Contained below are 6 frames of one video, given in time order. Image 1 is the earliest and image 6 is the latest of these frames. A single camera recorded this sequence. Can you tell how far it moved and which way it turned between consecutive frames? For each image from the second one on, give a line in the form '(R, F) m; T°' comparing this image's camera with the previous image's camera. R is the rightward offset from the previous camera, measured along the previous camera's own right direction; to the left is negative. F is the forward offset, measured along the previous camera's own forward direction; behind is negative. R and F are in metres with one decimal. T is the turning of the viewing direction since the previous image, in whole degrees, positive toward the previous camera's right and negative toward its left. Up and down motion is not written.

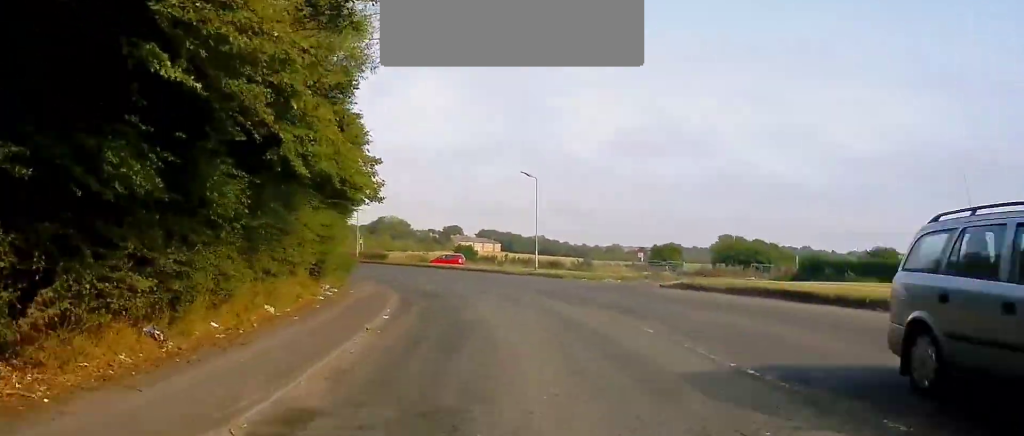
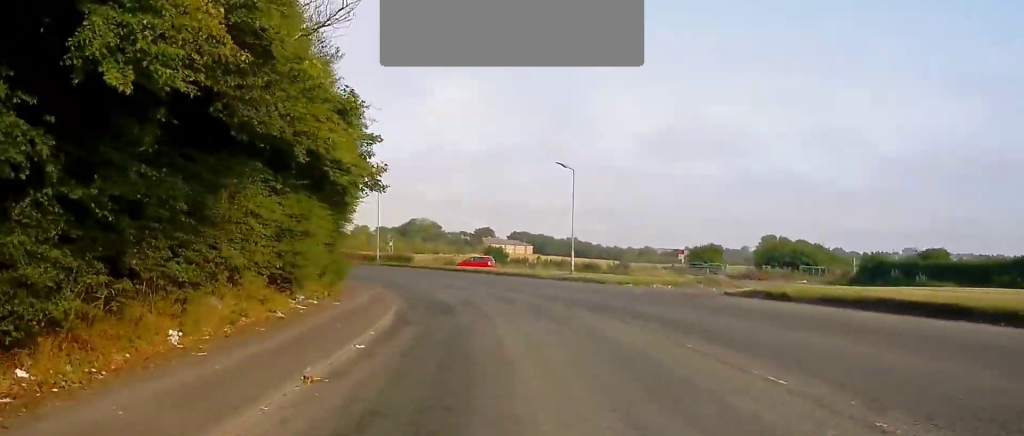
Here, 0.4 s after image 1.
(-0.2, +5.4) m; -2°
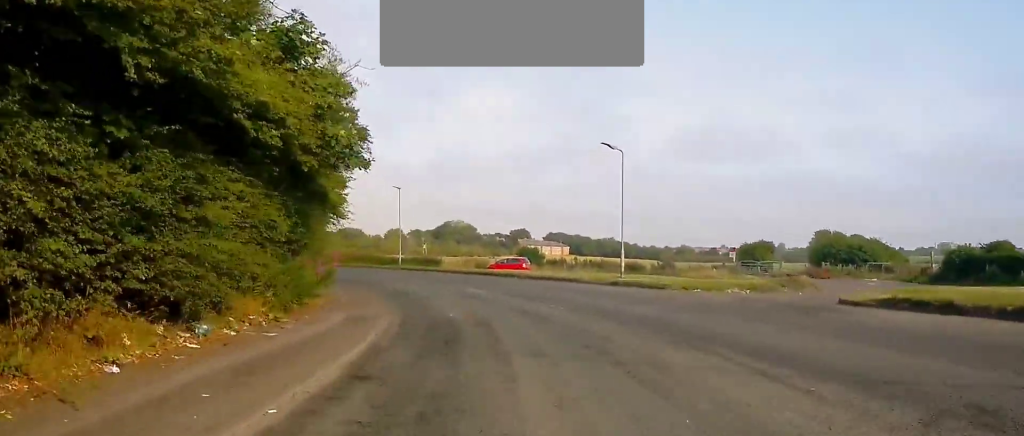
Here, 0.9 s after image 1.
(-0.2, +6.9) m; -3°
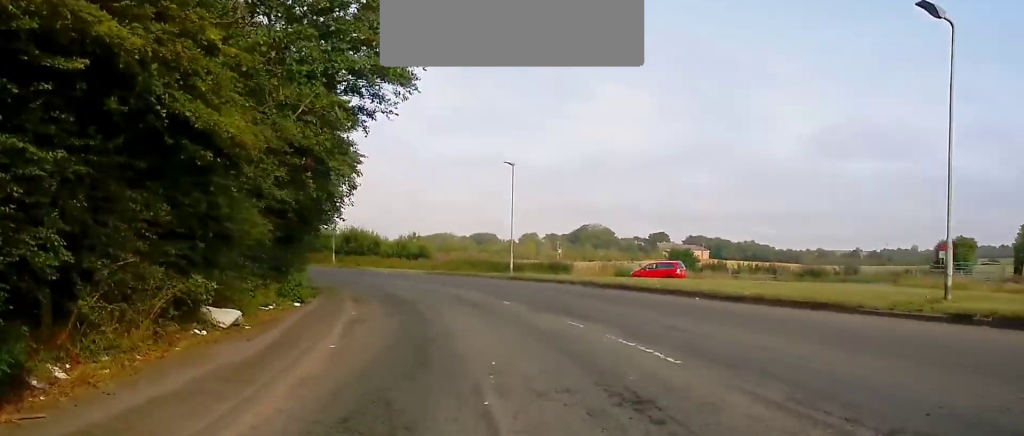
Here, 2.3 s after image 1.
(-1.5, +17.8) m; -10°
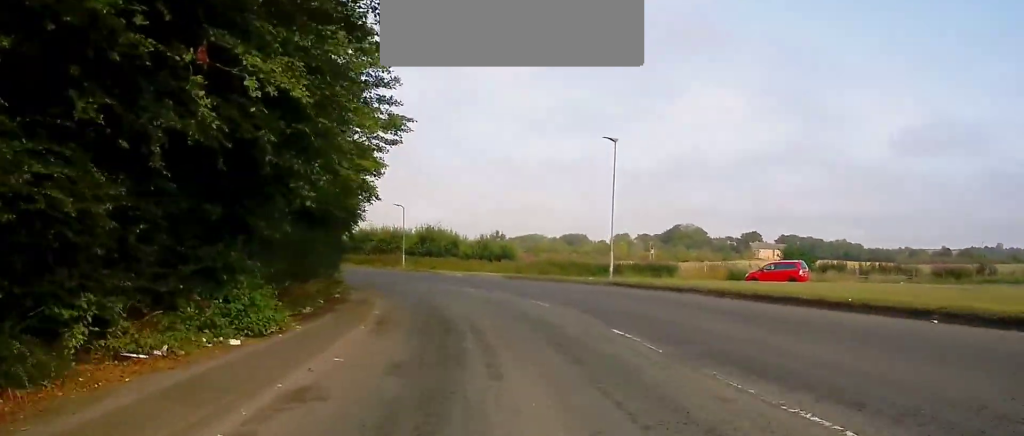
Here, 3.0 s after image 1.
(-0.4, +9.2) m; -6°
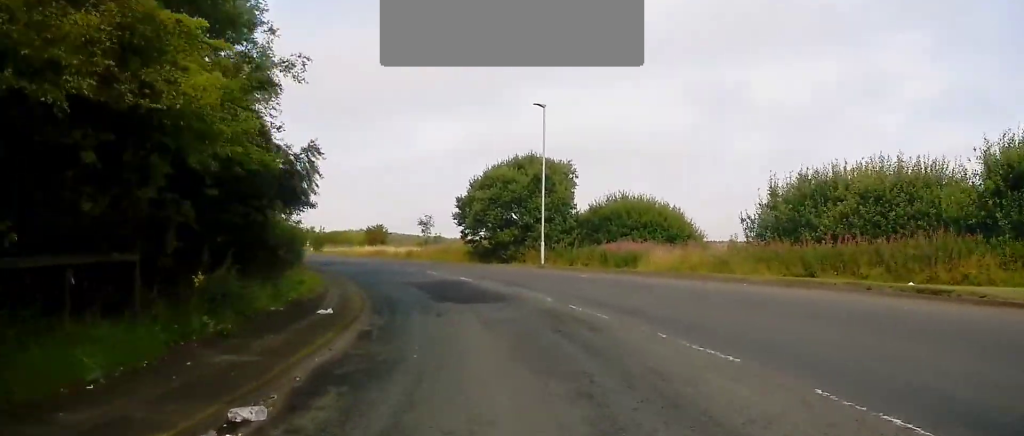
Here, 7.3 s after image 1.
(-12.5, +52.6) m; -28°
